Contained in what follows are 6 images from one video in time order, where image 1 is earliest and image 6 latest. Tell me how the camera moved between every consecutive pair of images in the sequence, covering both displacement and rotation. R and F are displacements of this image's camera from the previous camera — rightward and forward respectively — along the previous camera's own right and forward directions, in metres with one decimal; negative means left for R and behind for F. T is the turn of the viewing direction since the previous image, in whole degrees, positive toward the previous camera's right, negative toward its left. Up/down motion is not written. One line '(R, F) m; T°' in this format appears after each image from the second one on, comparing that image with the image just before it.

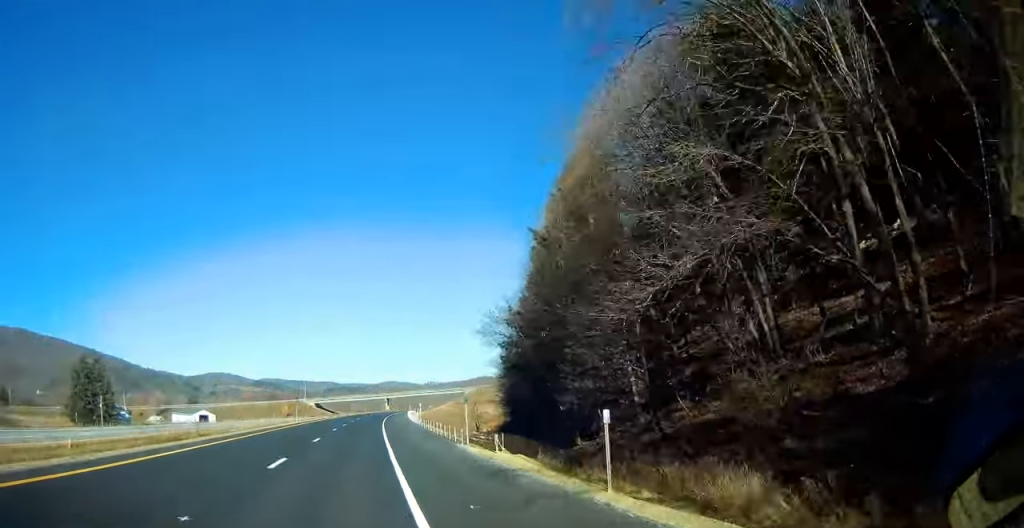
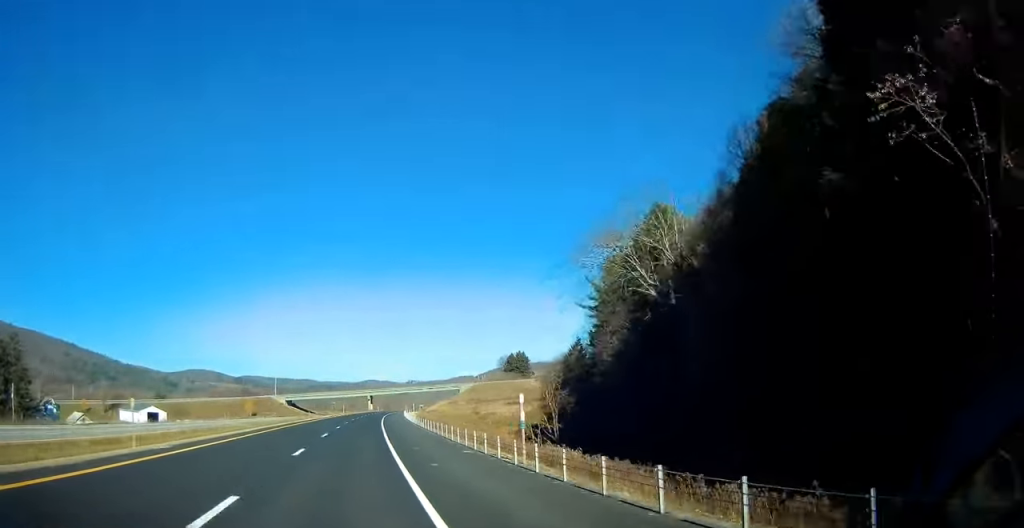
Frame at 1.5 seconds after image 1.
(+0.5, +44.4) m; +1°
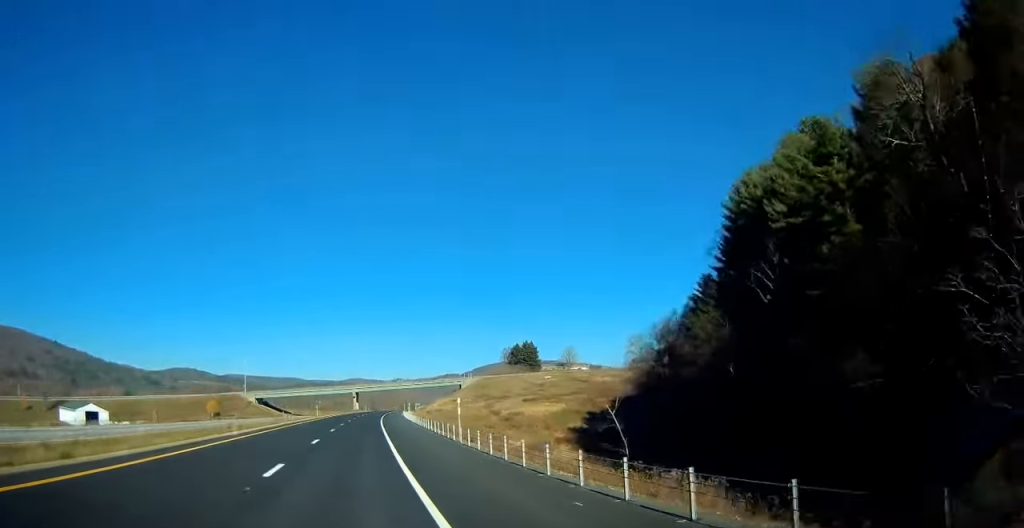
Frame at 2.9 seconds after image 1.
(+0.6, +42.7) m; +2°
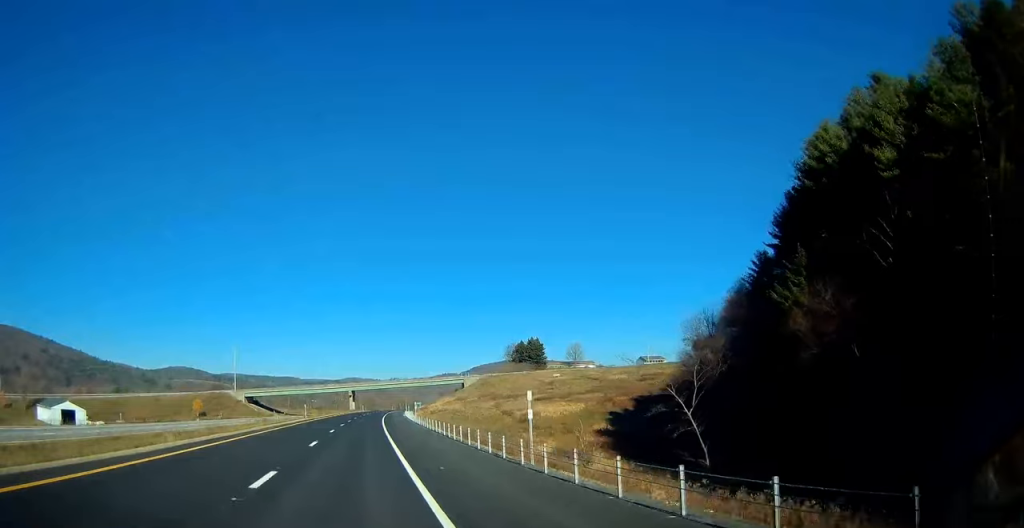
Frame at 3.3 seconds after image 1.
(+0.1, +14.2) m; 0°
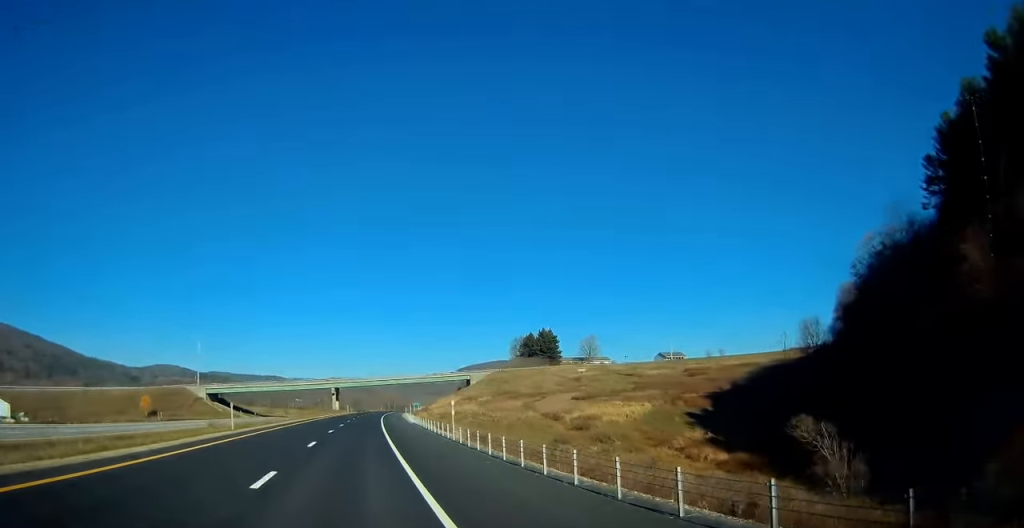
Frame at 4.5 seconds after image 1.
(+0.2, +36.5) m; +1°
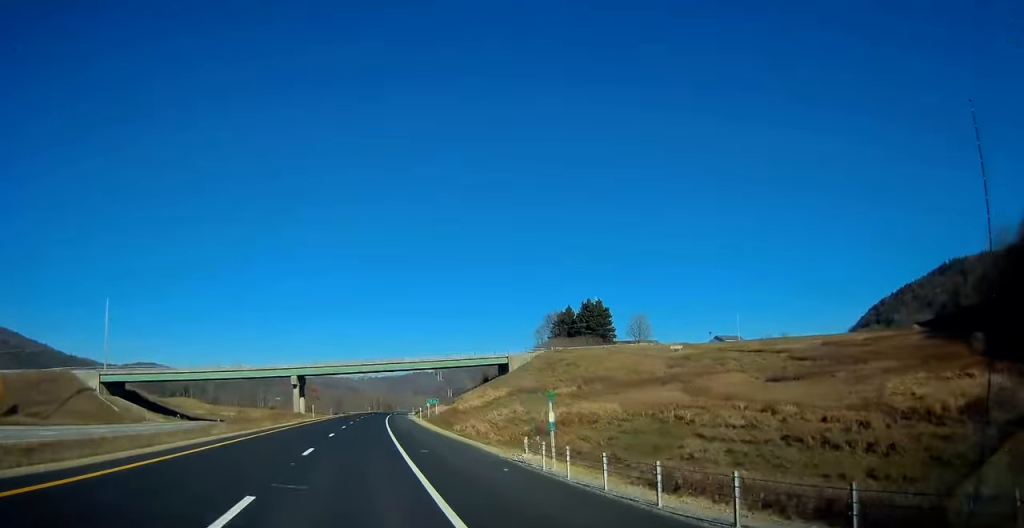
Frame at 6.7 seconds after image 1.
(+1.5, +64.8) m; +2°
